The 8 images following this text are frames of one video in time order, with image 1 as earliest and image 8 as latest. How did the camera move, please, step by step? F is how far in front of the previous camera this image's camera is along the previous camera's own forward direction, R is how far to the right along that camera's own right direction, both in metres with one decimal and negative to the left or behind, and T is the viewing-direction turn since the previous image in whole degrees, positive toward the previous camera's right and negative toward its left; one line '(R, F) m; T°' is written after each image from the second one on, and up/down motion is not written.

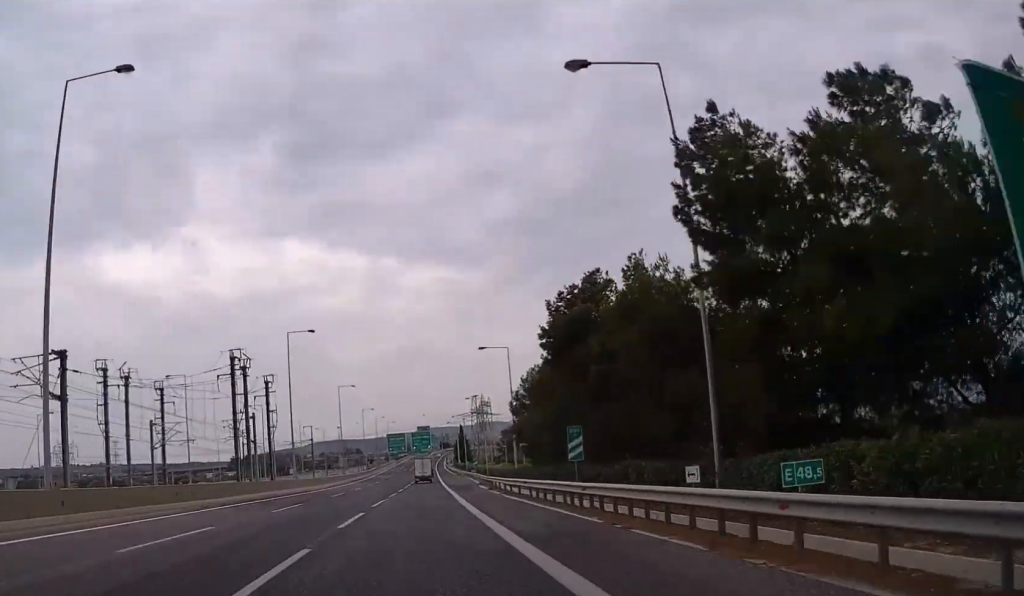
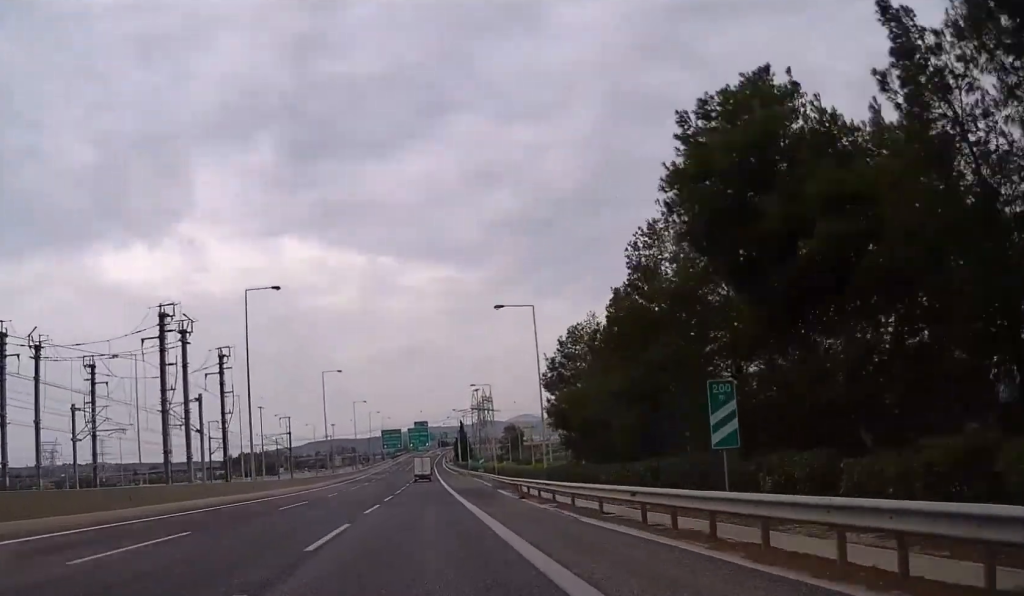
(+0.1, +17.3) m; 0°
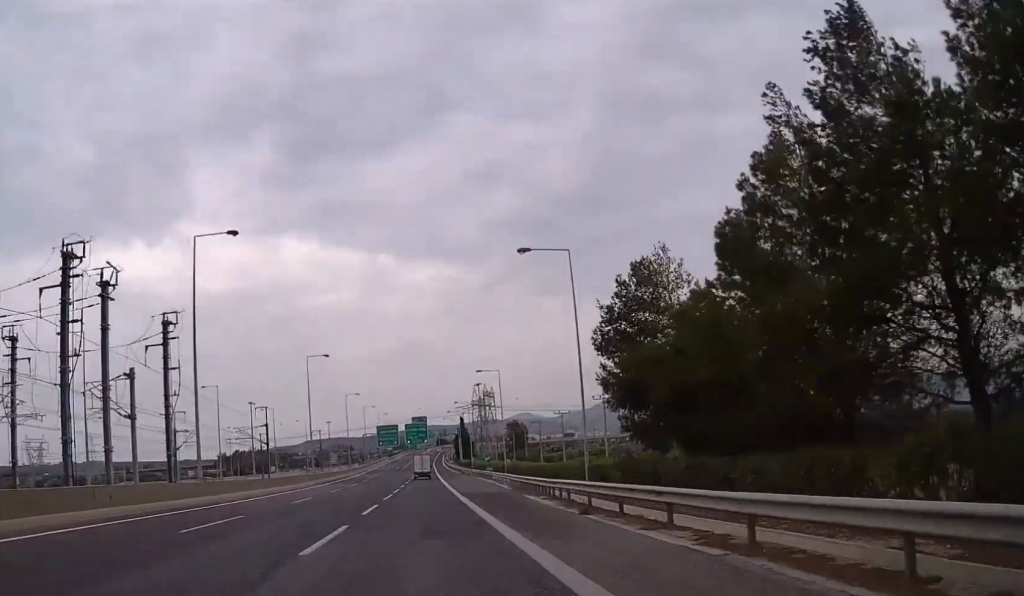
(0.0, +13.5) m; 0°
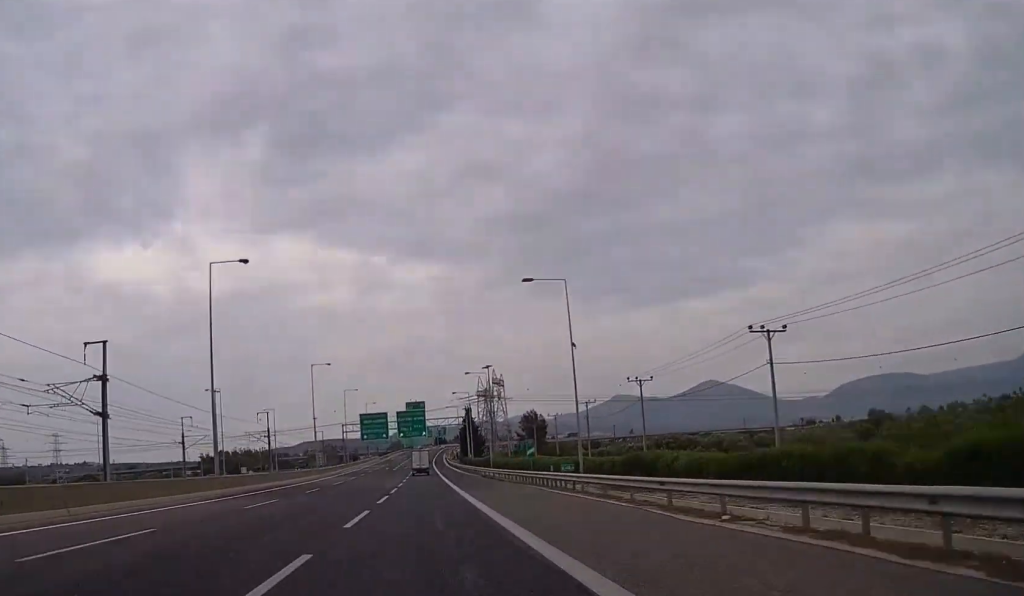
(+0.1, +42.9) m; 0°
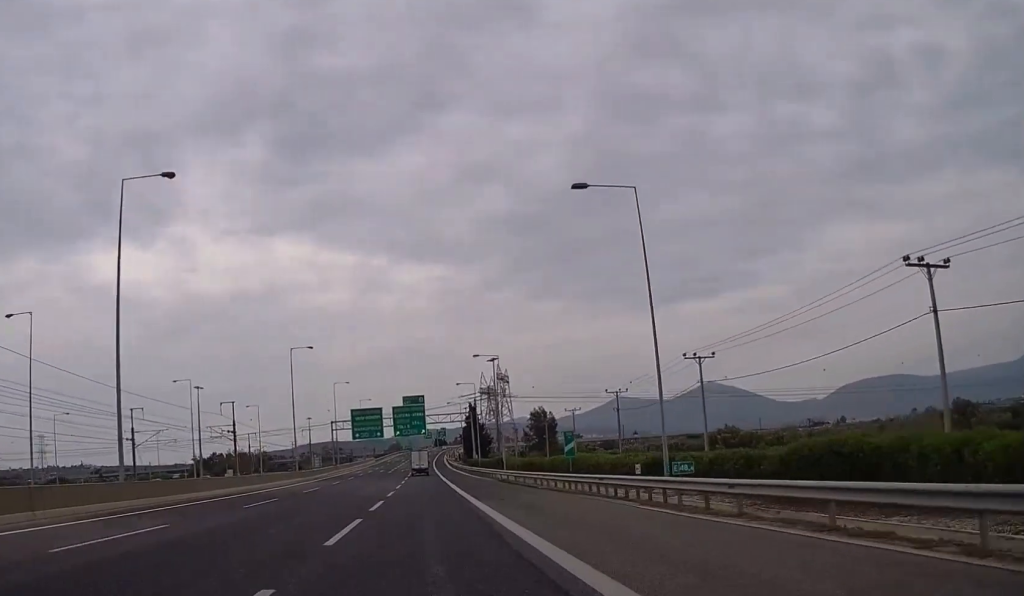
(0.0, +16.1) m; 0°
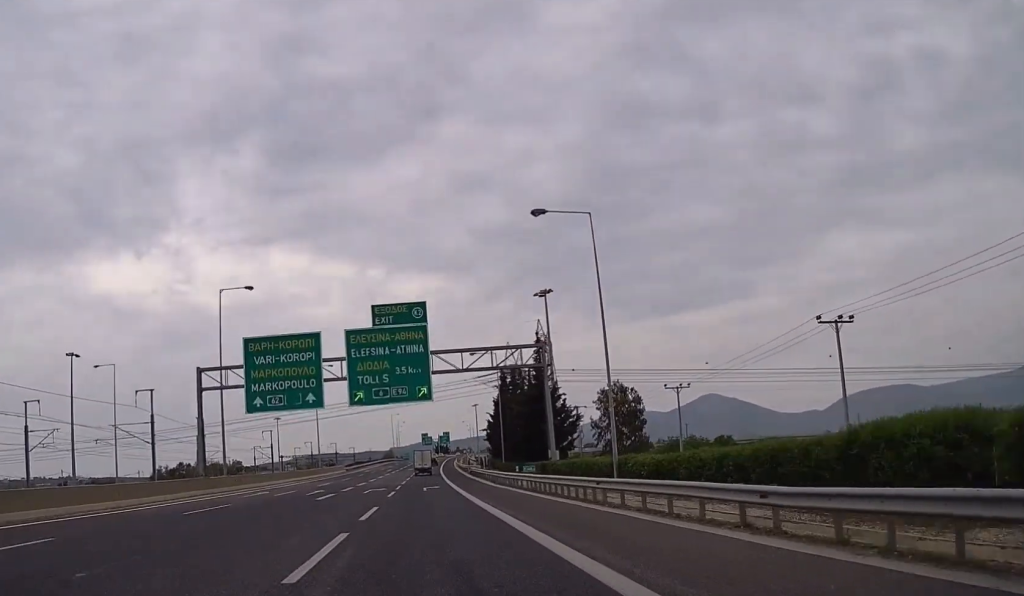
(+0.1, +76.2) m; 0°
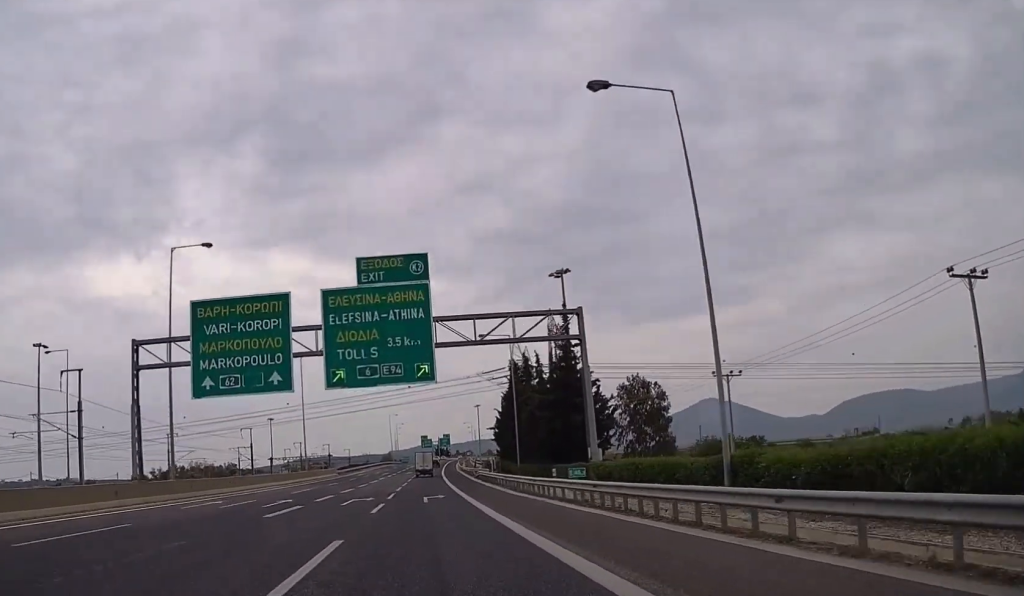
(+0.1, +12.2) m; 0°
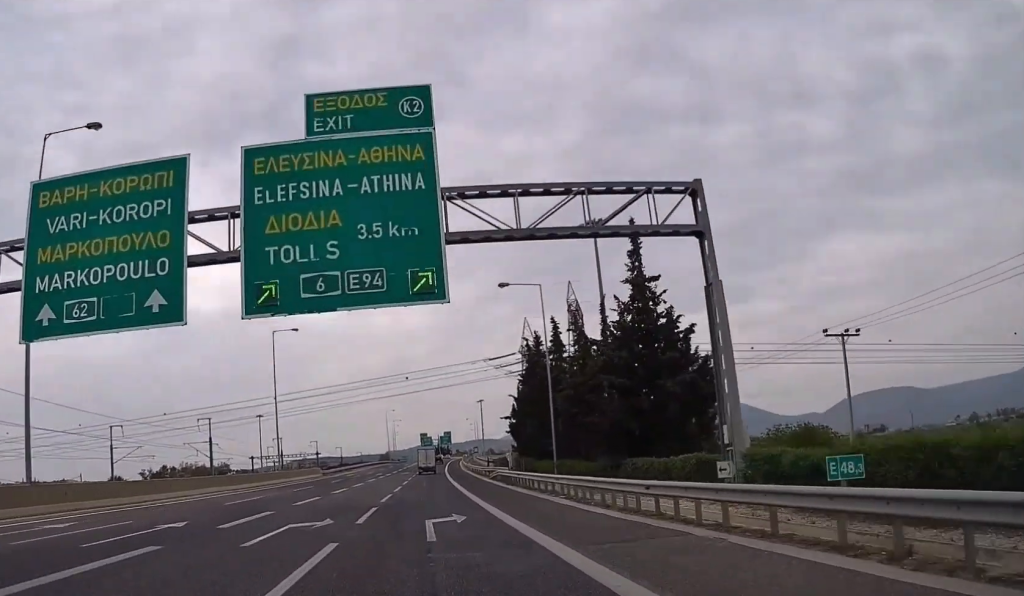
(0.0, +17.8) m; 0°
